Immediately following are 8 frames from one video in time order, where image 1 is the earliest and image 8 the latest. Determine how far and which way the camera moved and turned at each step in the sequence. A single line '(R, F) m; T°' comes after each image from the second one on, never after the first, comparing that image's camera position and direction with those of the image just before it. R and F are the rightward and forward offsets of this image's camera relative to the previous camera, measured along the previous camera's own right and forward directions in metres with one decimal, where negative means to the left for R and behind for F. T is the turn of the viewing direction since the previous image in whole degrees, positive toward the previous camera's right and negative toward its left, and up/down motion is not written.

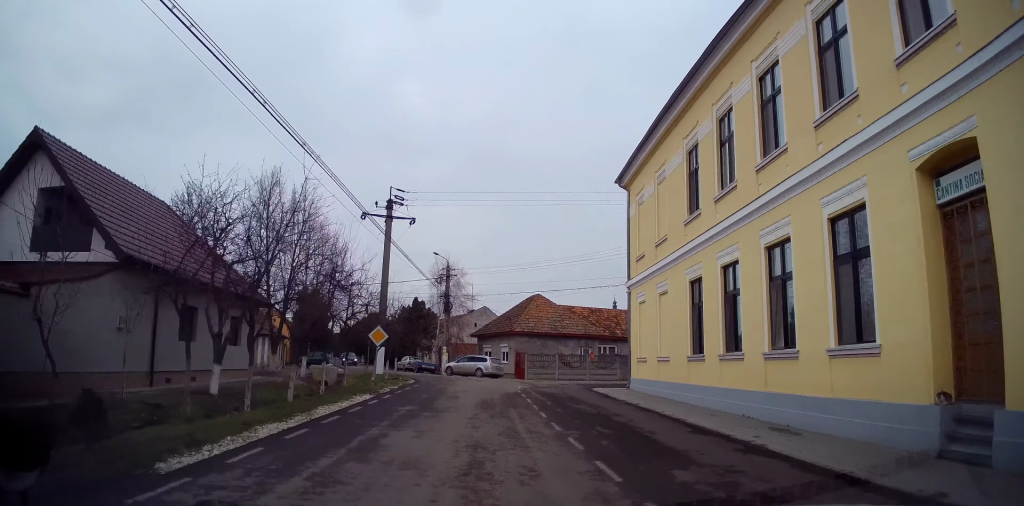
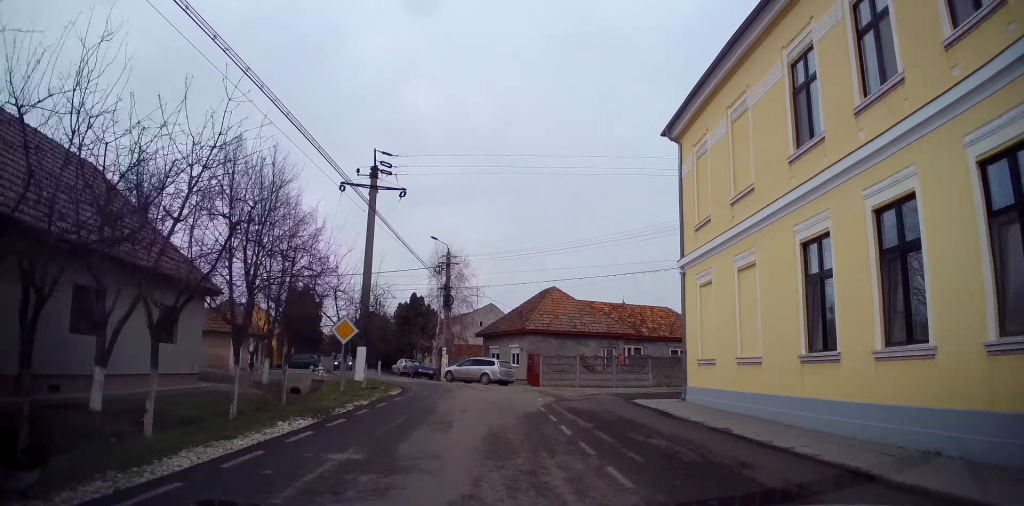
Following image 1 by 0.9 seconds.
(-0.1, +6.1) m; 0°
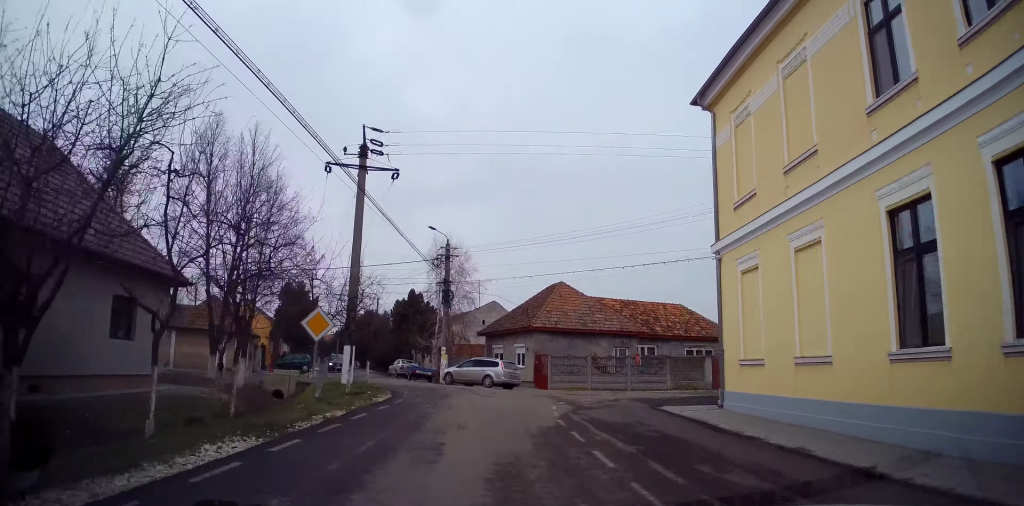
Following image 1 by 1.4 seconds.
(-0.1, +2.8) m; 0°
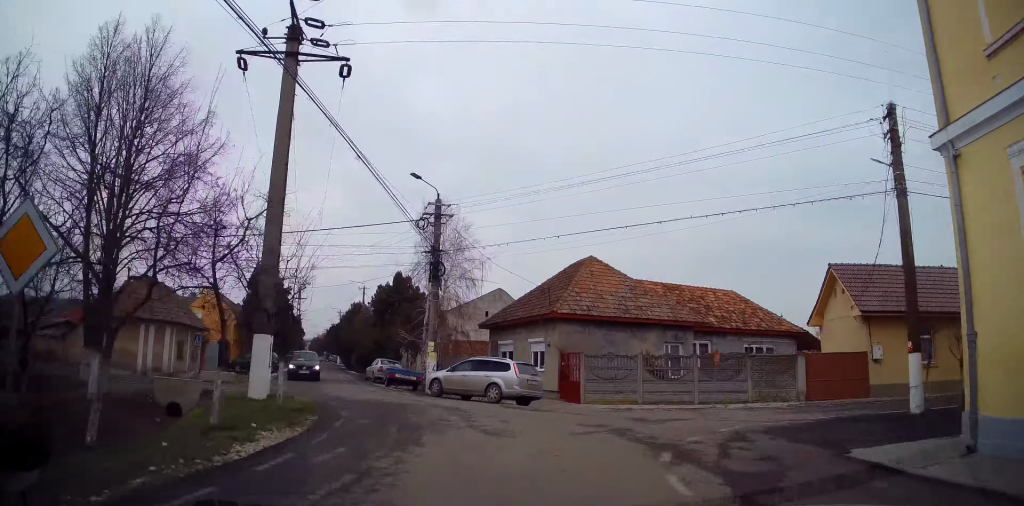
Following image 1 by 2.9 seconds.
(+0.4, +8.8) m; +4°
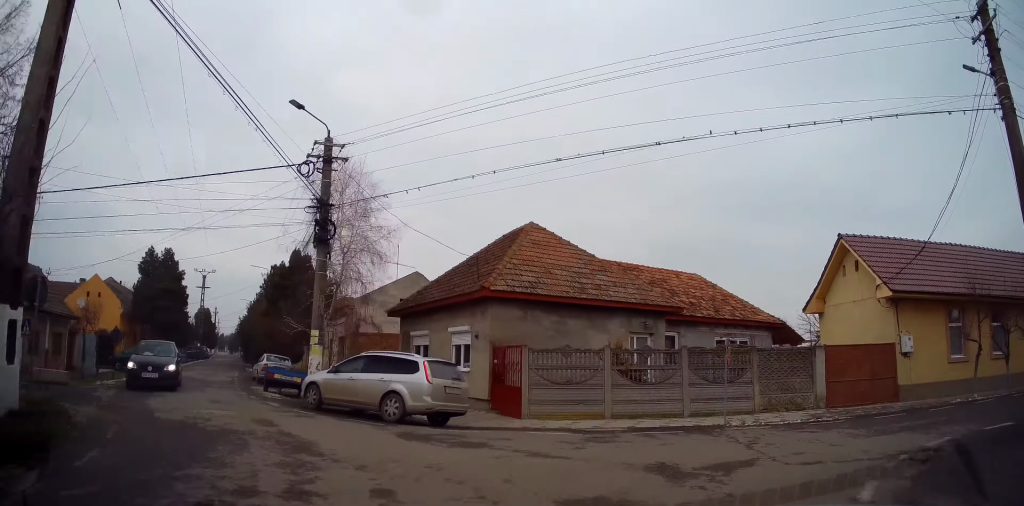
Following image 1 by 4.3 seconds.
(+0.1, +6.7) m; +4°
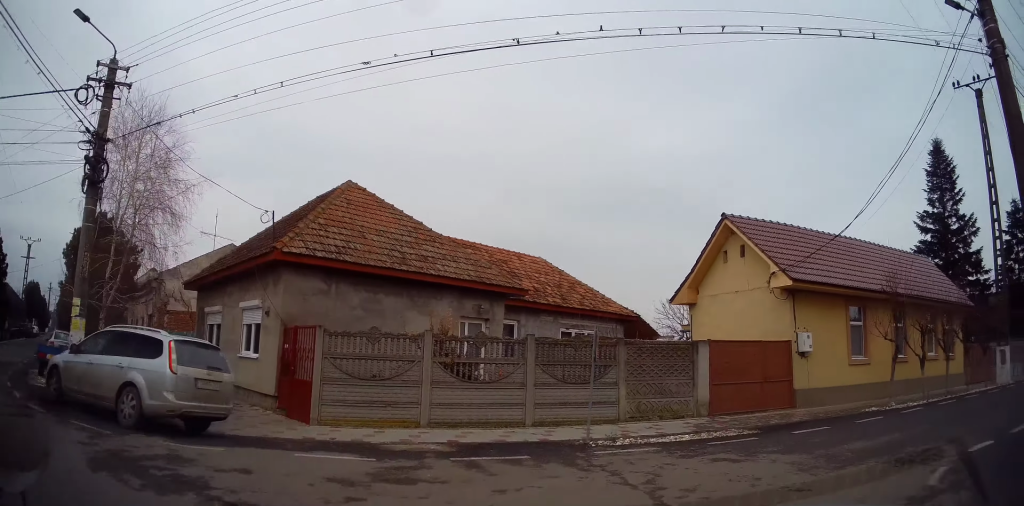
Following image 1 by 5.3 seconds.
(+0.3, +4.1) m; +16°
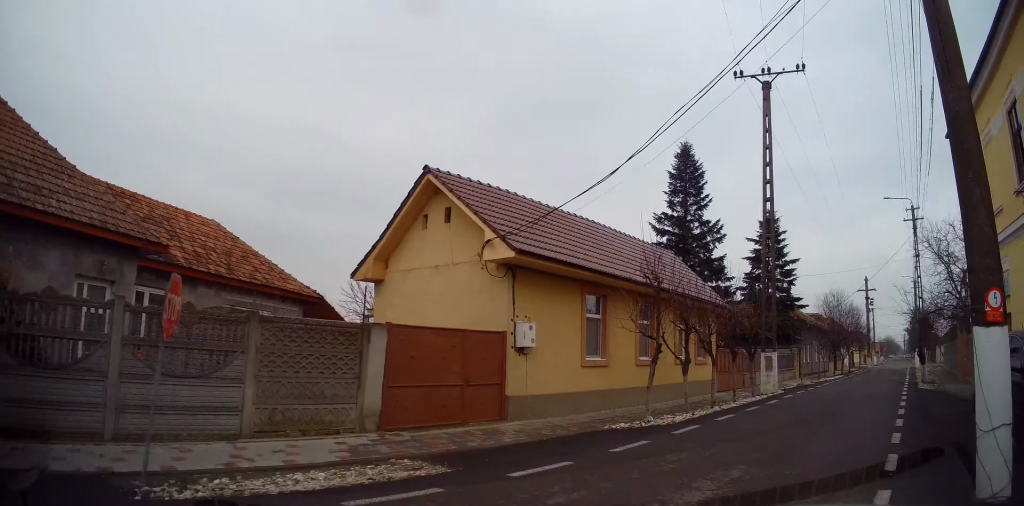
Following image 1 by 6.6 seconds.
(+1.4, +4.0) m; +42°
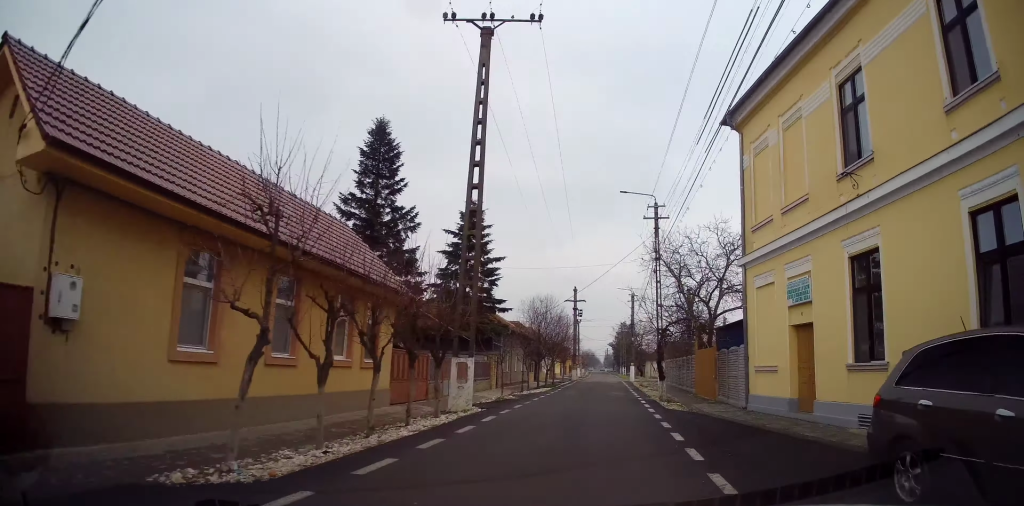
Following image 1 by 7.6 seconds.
(+1.5, +4.2) m; +23°
